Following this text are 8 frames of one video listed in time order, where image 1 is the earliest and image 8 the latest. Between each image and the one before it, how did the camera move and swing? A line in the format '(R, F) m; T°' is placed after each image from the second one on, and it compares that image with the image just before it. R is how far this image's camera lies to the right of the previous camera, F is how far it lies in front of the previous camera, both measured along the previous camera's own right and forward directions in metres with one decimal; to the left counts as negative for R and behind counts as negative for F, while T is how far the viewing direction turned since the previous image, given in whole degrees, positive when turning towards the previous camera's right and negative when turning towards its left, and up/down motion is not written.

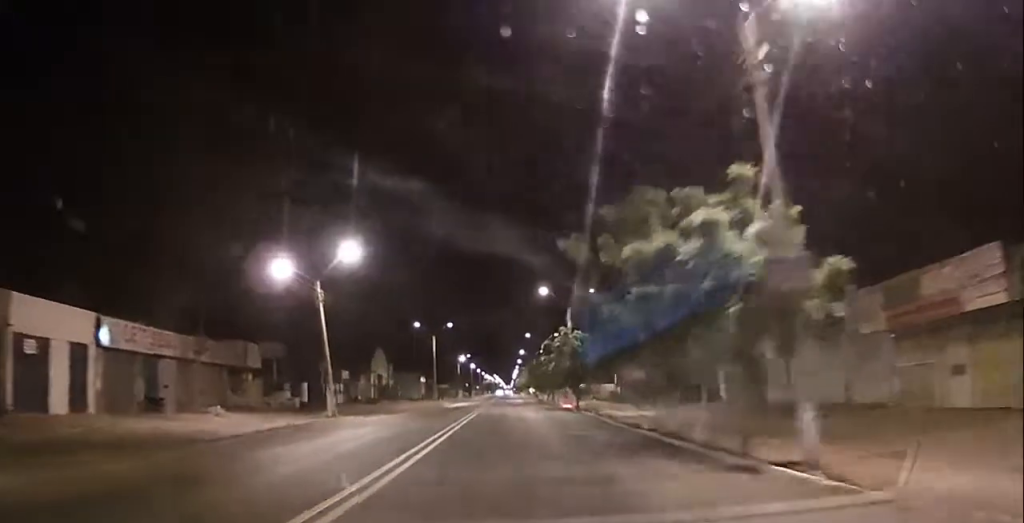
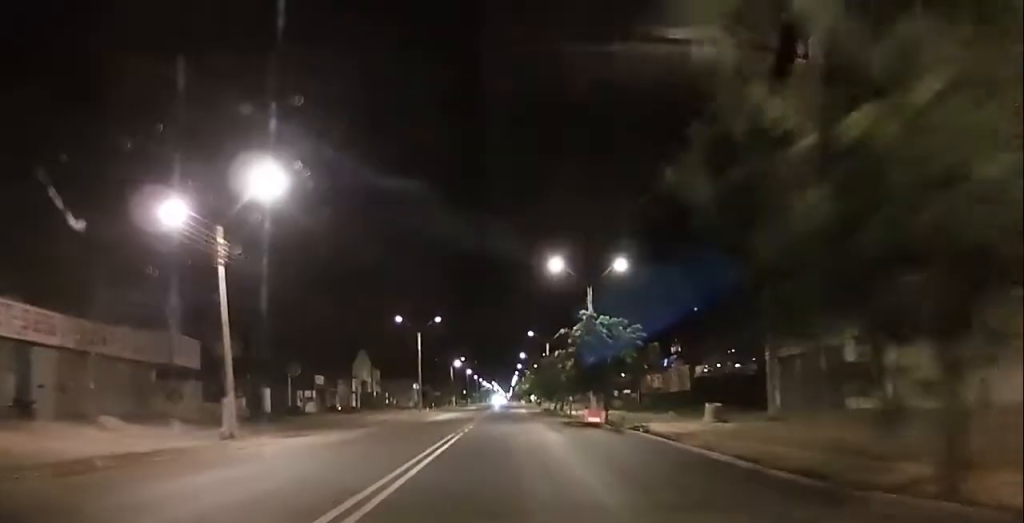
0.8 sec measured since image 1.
(-0.2, +12.8) m; -1°
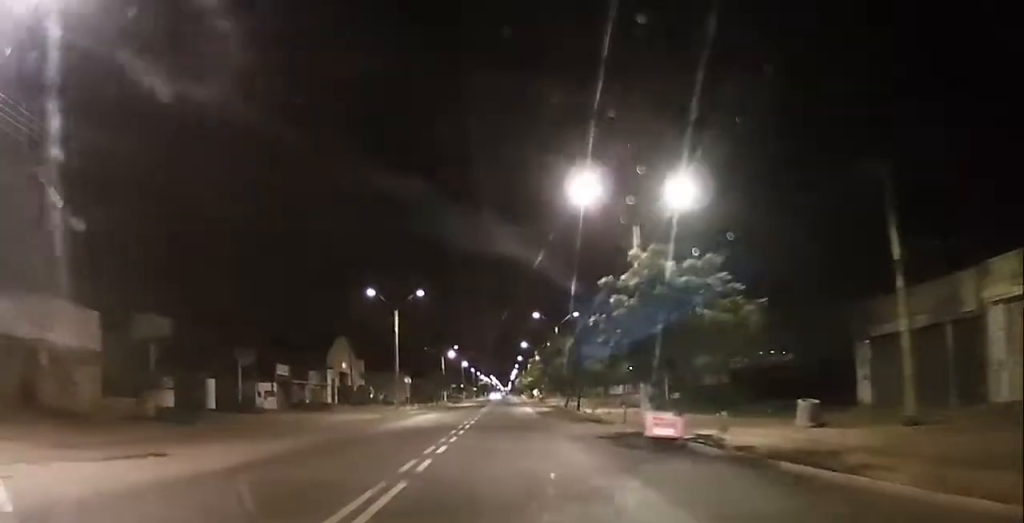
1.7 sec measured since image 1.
(-0.2, +13.7) m; -1°
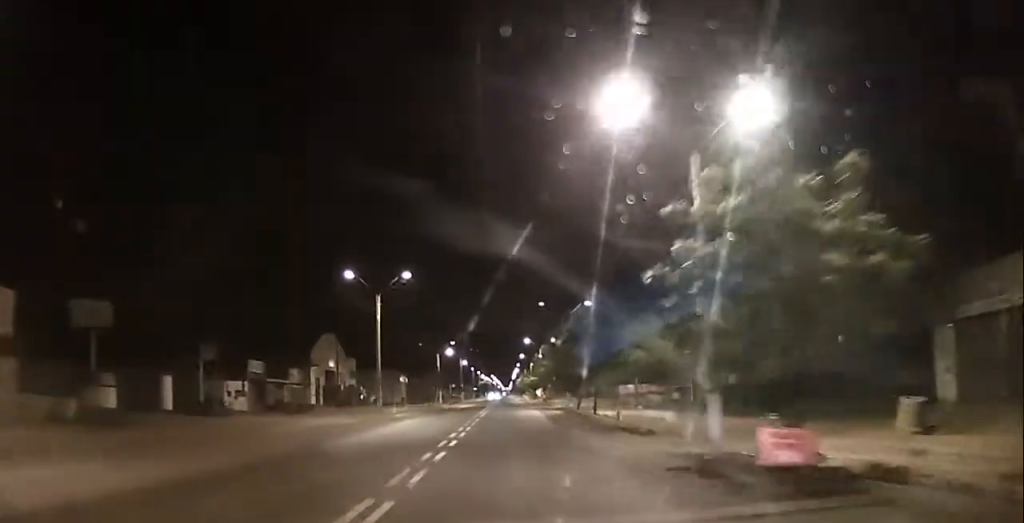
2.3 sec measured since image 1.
(0.0, +8.1) m; 0°
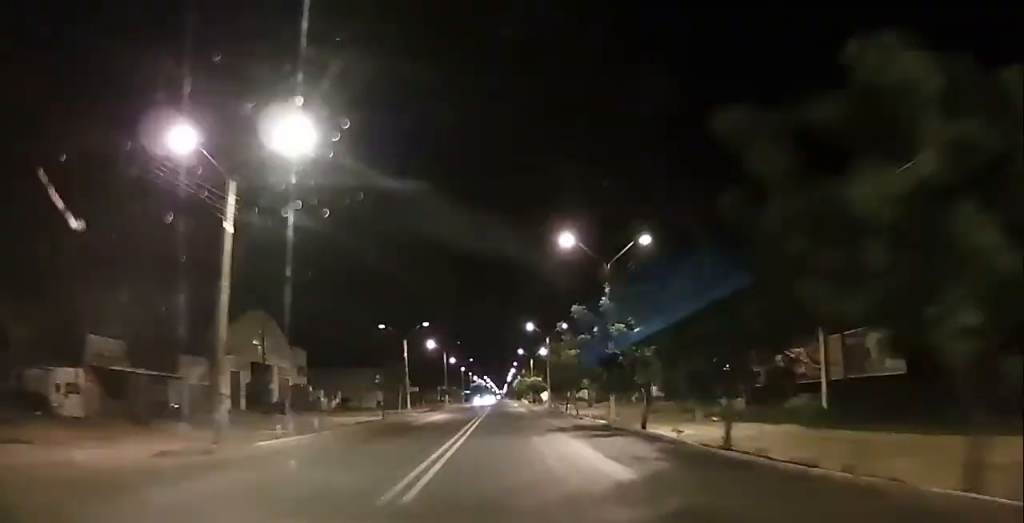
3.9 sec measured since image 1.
(-0.1, +24.6) m; +1°
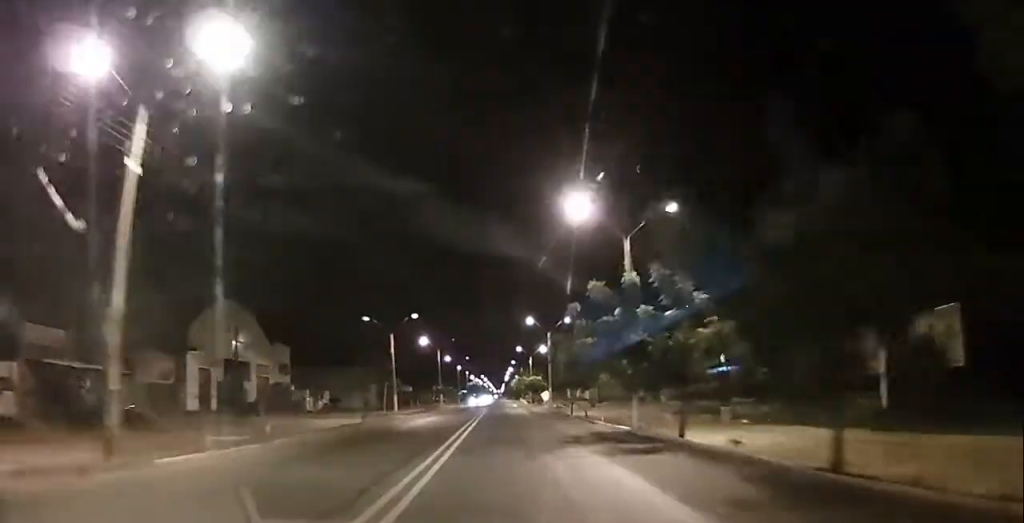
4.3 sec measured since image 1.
(0.0, +5.9) m; +1°
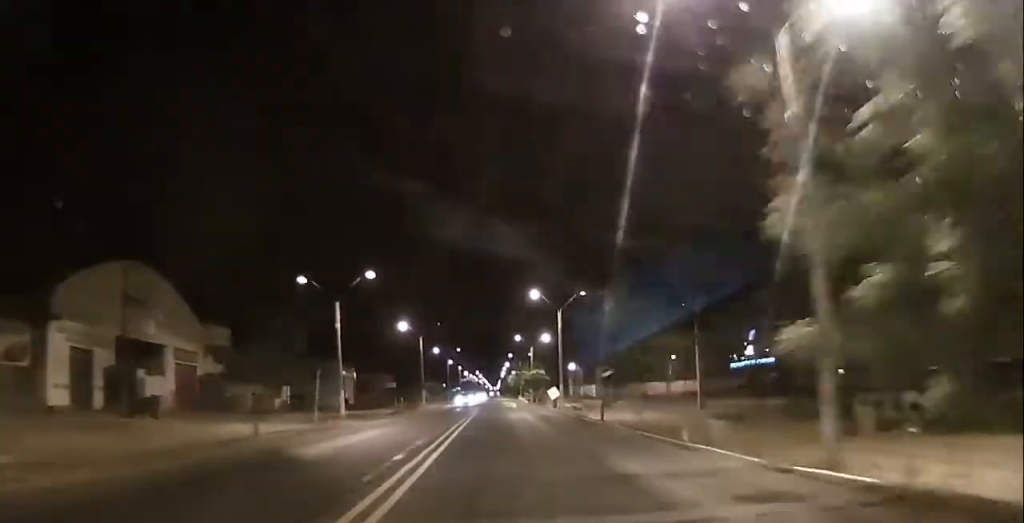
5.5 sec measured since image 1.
(+0.3, +16.3) m; +1°
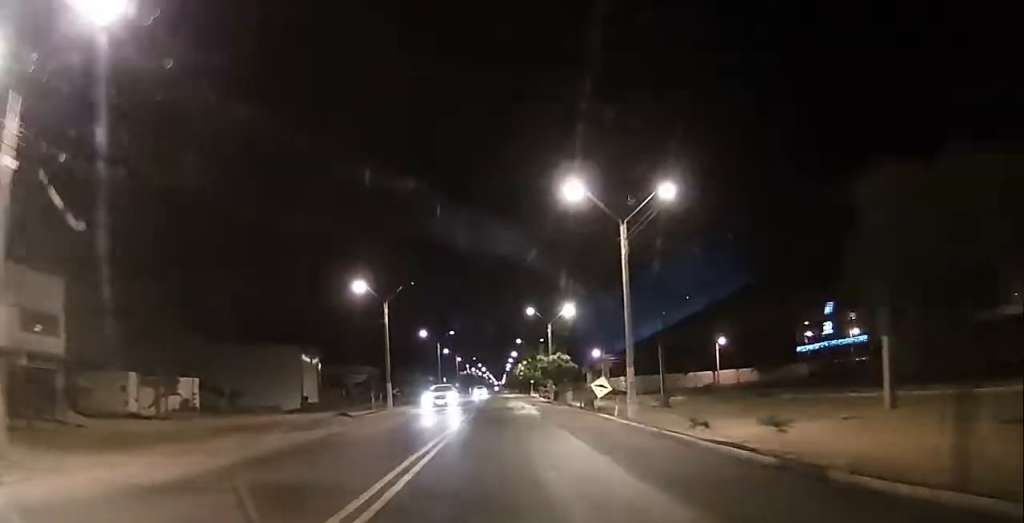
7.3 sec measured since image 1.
(0.0, +26.1) m; -1°
